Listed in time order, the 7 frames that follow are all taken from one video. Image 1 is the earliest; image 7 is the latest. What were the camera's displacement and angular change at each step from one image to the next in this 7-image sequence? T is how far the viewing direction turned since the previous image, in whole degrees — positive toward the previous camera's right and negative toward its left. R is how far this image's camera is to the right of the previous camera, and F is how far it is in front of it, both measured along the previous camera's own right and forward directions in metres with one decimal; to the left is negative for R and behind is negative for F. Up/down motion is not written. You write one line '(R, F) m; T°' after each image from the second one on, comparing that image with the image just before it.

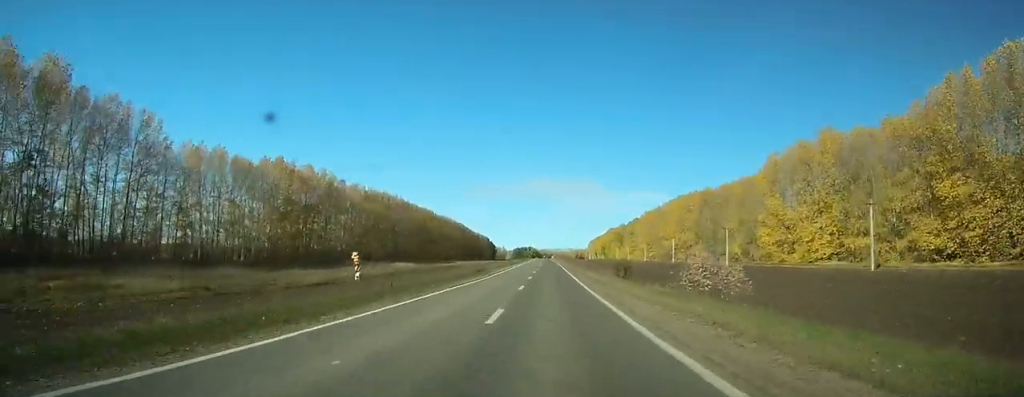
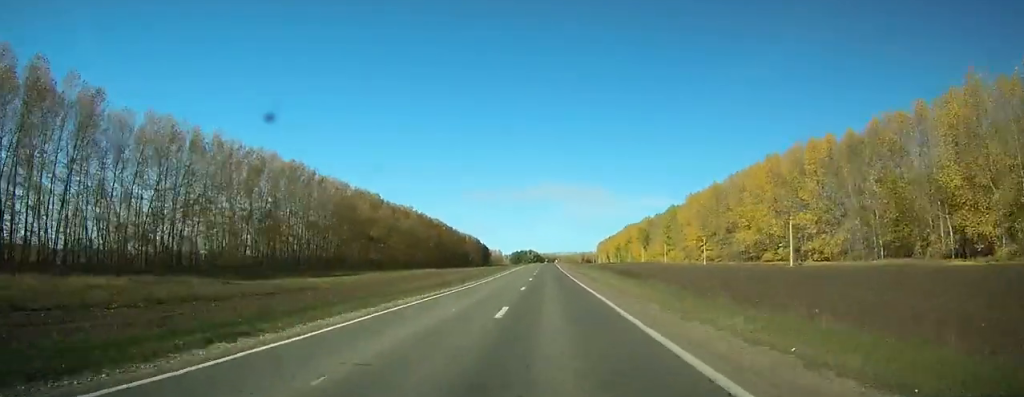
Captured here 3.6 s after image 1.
(-0.2, +96.2) m; 0°
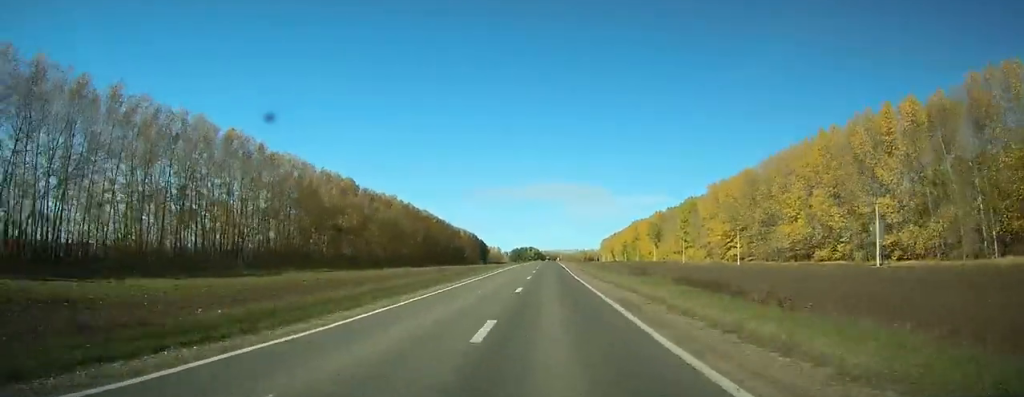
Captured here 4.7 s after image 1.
(0.0, +29.0) m; 0°
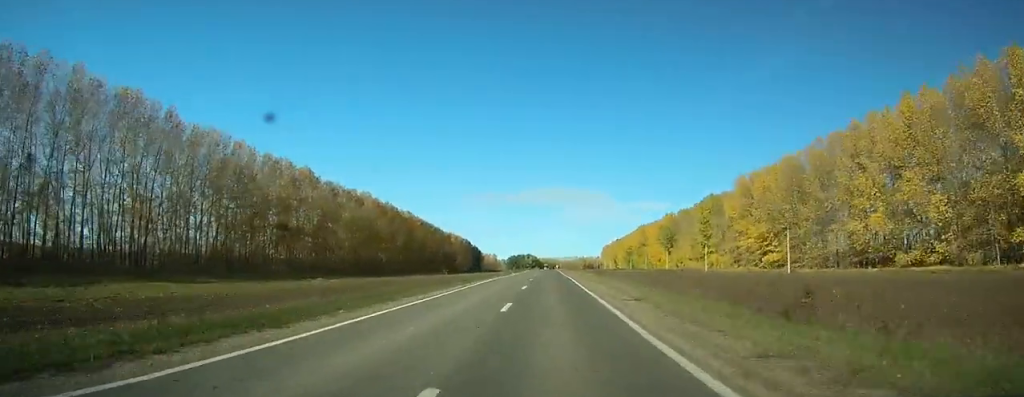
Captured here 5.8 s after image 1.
(-0.1, +31.3) m; 0°
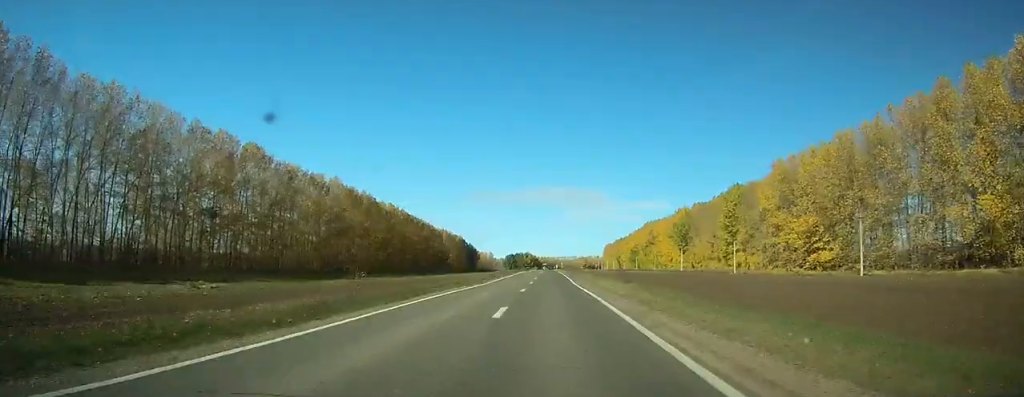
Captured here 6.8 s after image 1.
(0.0, +28.4) m; 0°
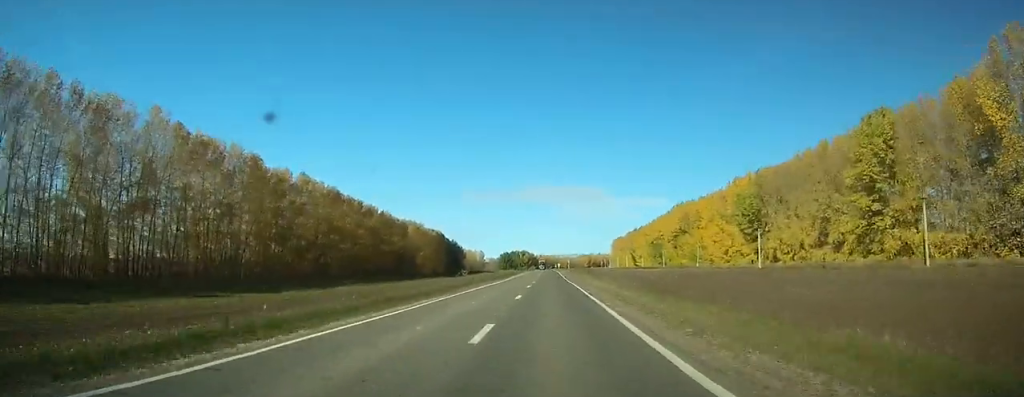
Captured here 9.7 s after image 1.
(+0.4, +84.0) m; 0°
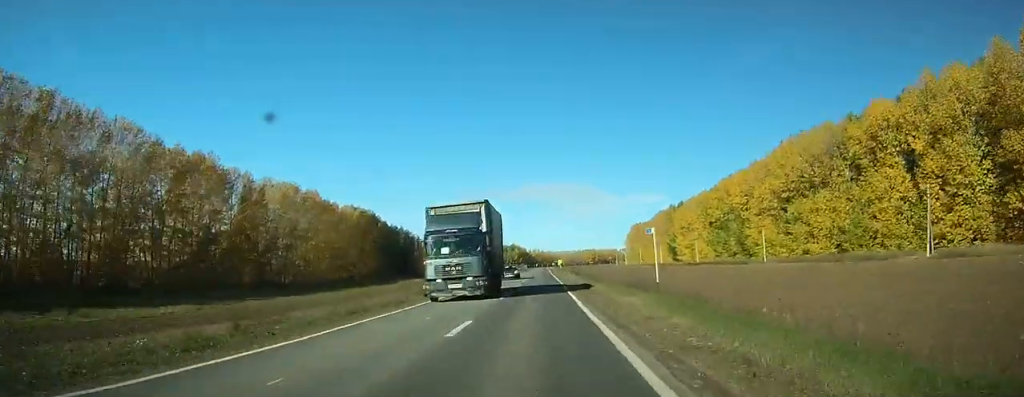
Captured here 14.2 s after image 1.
(-0.6, +119.9) m; -1°
